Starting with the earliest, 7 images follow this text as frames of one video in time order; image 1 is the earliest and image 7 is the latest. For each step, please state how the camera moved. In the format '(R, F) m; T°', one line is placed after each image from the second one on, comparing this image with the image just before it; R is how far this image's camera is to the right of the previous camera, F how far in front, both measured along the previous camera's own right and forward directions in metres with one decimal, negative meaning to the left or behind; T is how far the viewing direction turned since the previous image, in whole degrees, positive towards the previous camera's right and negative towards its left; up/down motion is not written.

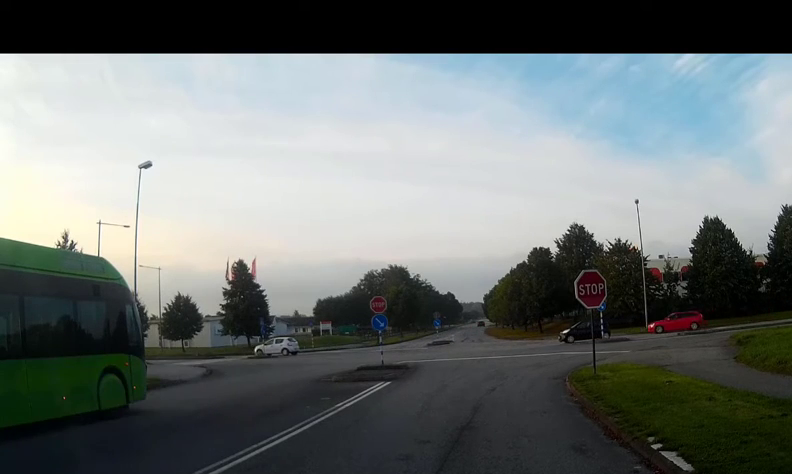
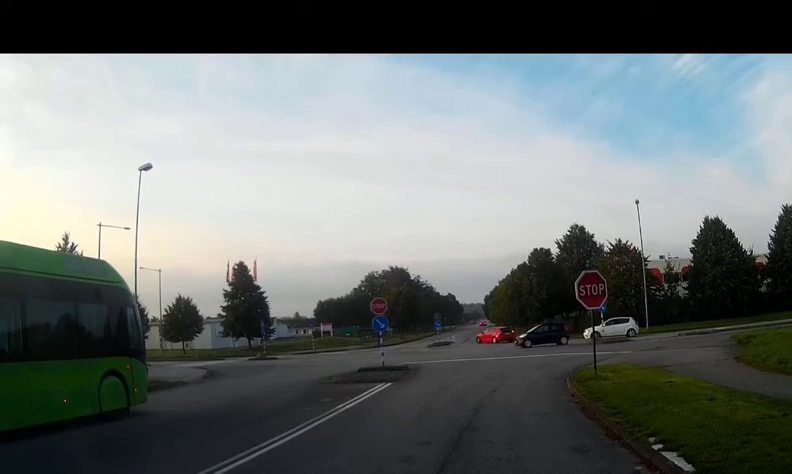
(0.0, +0.3) m; 0°
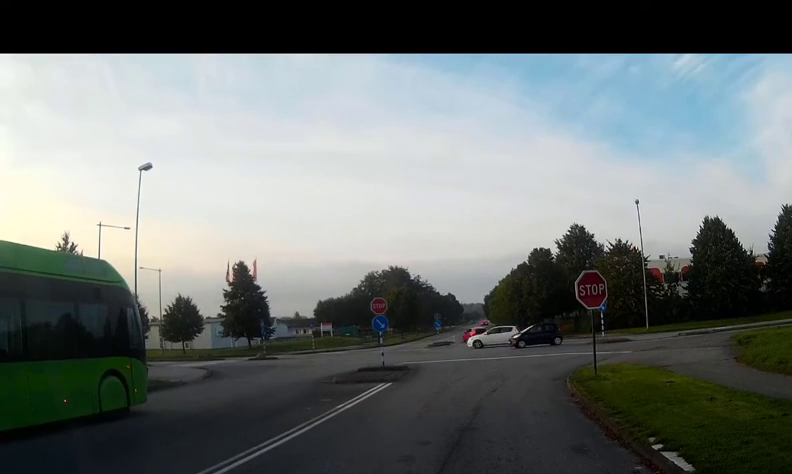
(0.0, 0.0) m; 0°
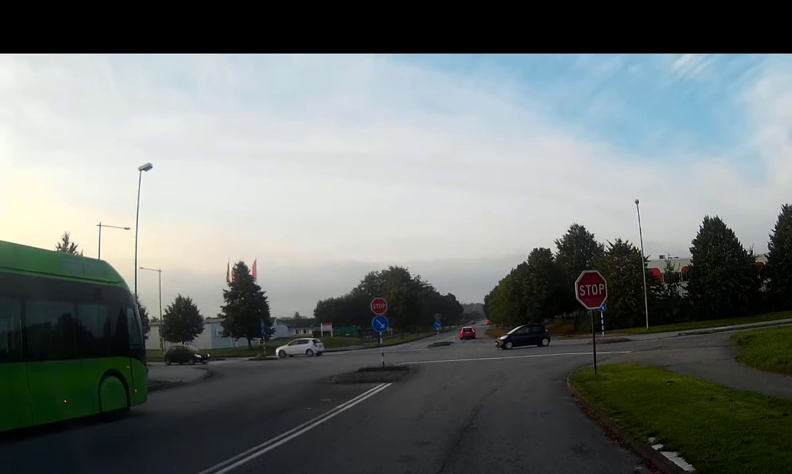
(0.0, 0.0) m; 0°
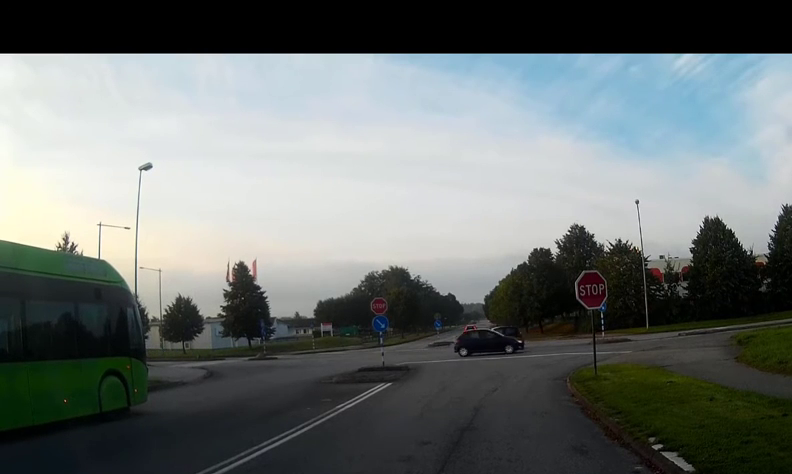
(0.0, 0.0) m; 0°
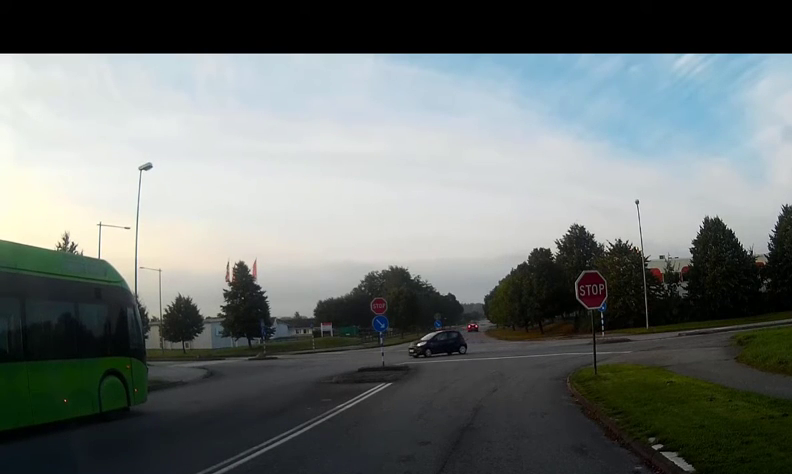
(0.0, 0.0) m; 0°
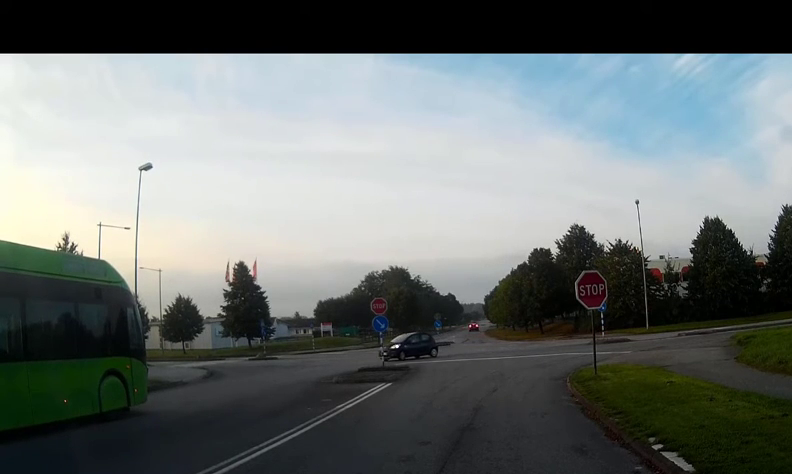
(0.0, 0.0) m; 0°
